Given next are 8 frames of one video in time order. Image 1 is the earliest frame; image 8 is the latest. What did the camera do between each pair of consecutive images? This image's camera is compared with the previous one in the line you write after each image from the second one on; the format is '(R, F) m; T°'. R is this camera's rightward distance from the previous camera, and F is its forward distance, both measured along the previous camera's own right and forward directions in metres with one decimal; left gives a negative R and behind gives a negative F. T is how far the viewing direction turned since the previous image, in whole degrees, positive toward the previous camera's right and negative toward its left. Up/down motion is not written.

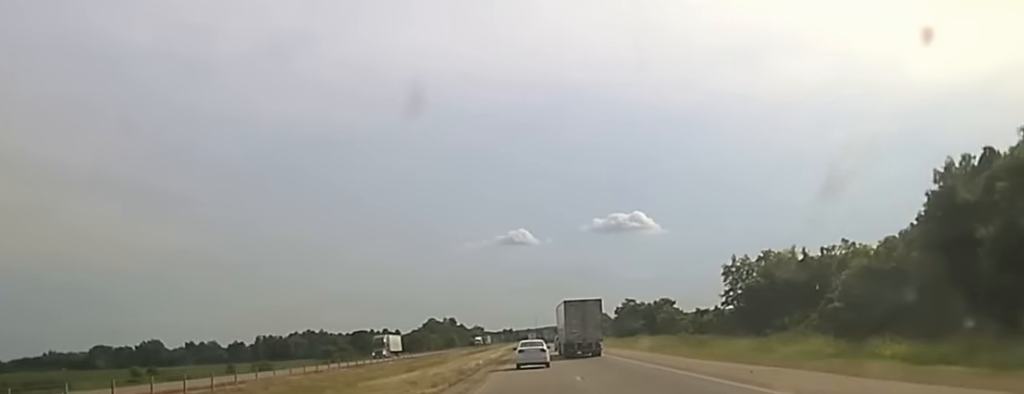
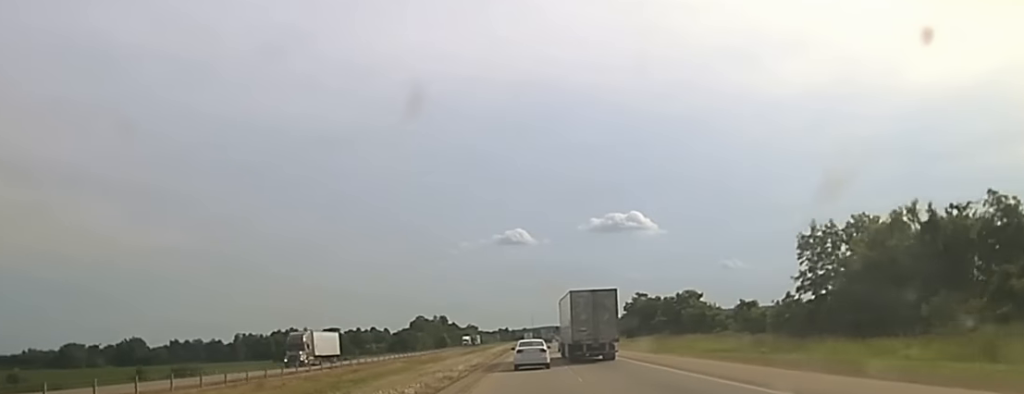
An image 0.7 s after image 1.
(-0.2, +36.5) m; 0°
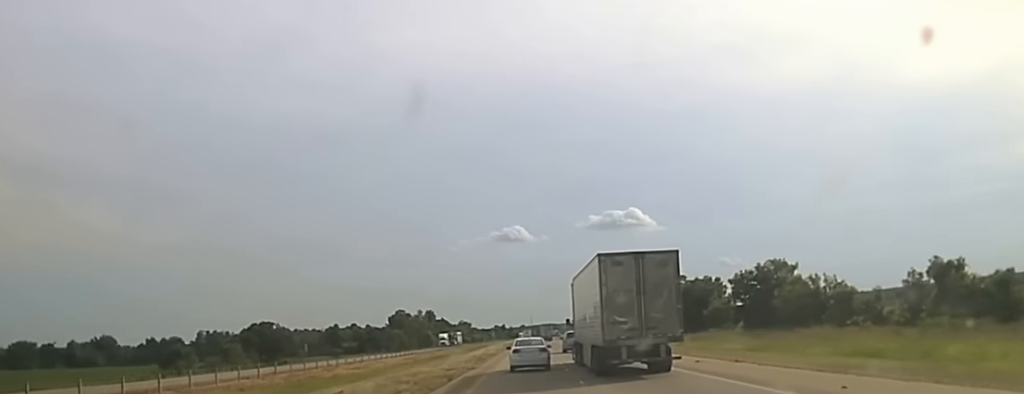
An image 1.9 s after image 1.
(+0.2, +62.3) m; 0°
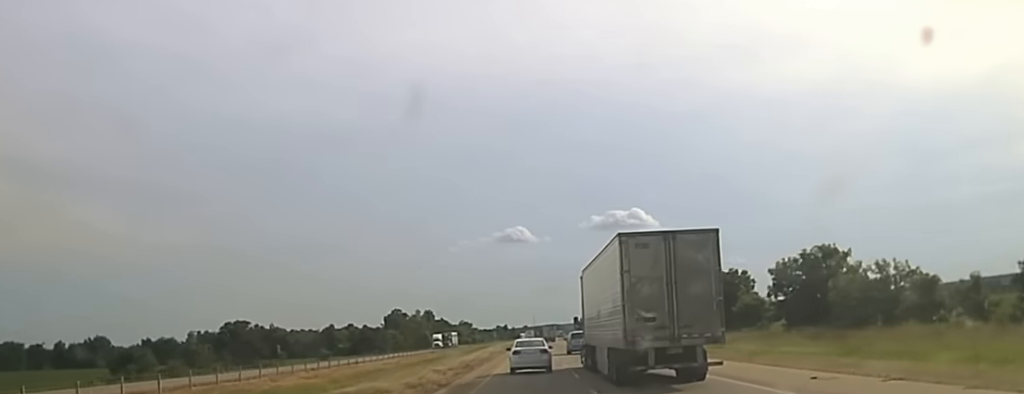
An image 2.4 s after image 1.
(0.0, +20.0) m; 0°
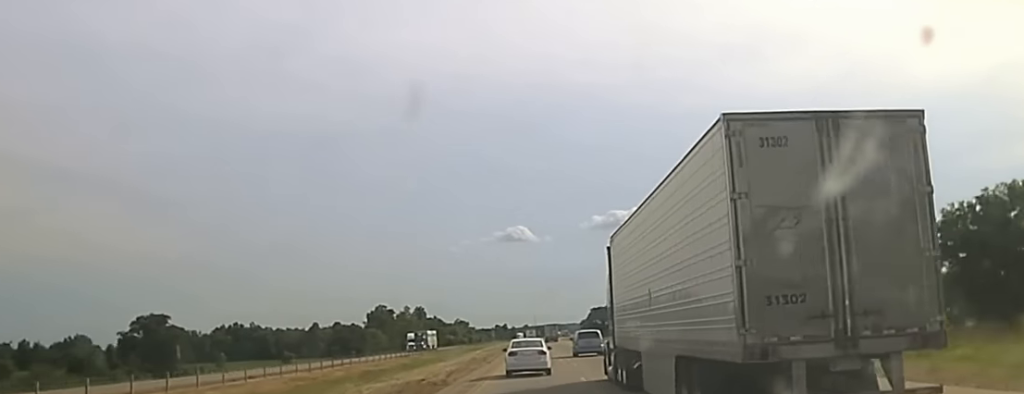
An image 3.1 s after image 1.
(0.0, +39.7) m; 0°
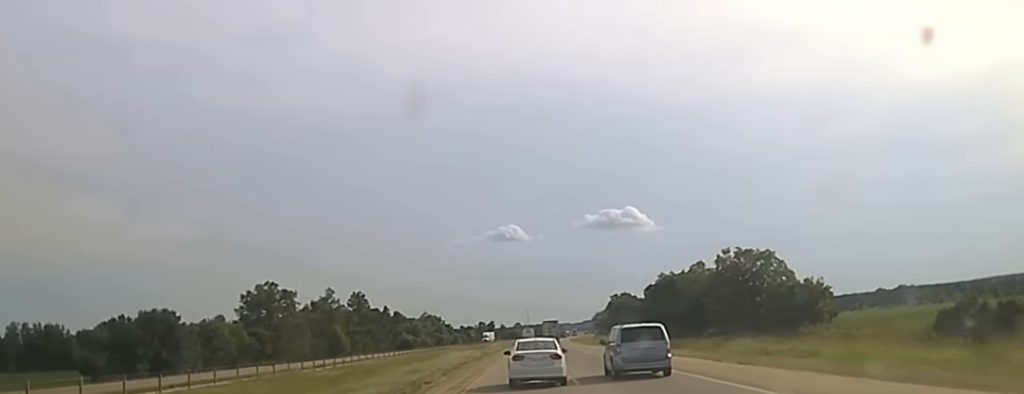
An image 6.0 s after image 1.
(-0.5, +134.2) m; 0°
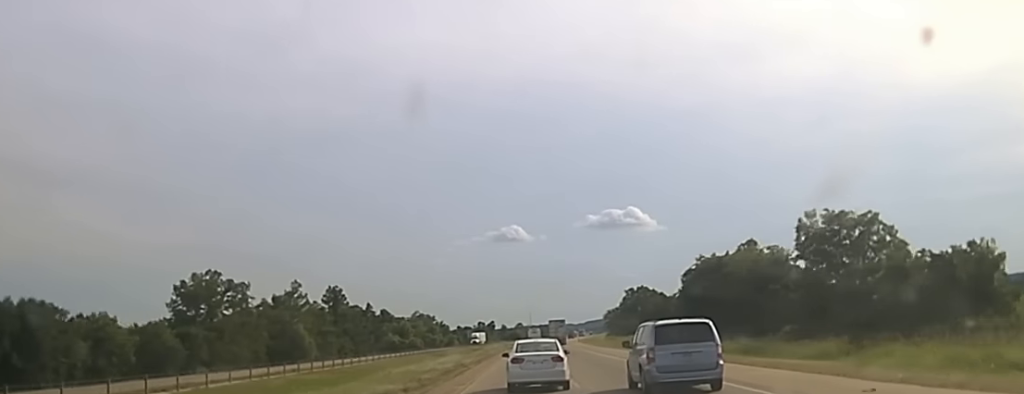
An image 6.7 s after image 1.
(0.0, +35.6) m; 0°
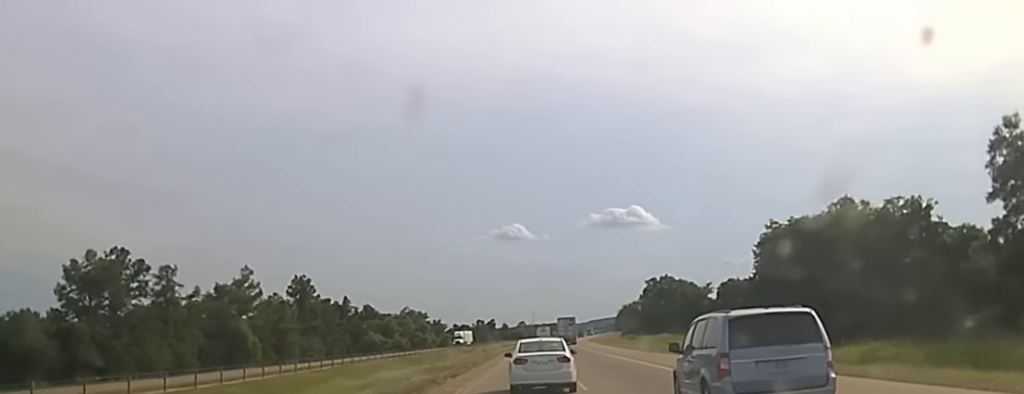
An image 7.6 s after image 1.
(-0.1, +40.5) m; 0°
